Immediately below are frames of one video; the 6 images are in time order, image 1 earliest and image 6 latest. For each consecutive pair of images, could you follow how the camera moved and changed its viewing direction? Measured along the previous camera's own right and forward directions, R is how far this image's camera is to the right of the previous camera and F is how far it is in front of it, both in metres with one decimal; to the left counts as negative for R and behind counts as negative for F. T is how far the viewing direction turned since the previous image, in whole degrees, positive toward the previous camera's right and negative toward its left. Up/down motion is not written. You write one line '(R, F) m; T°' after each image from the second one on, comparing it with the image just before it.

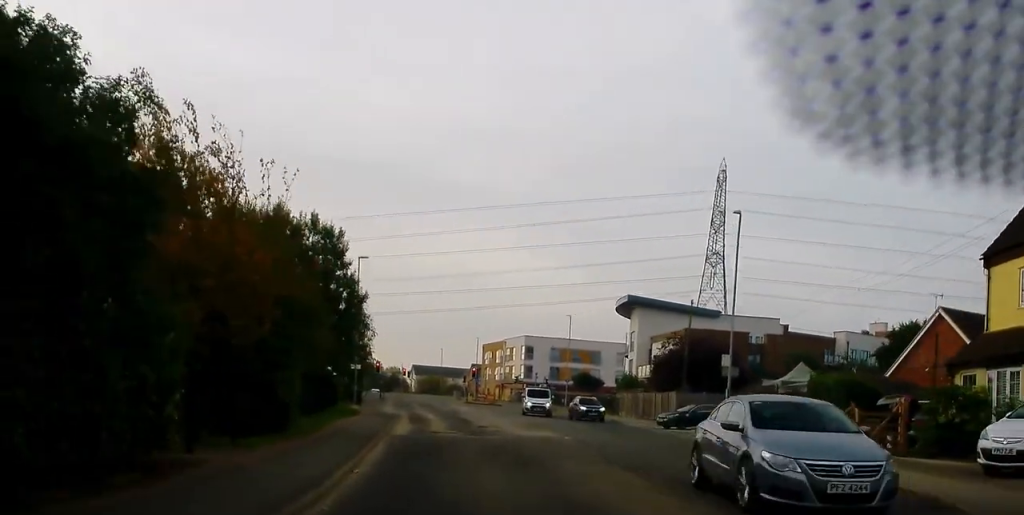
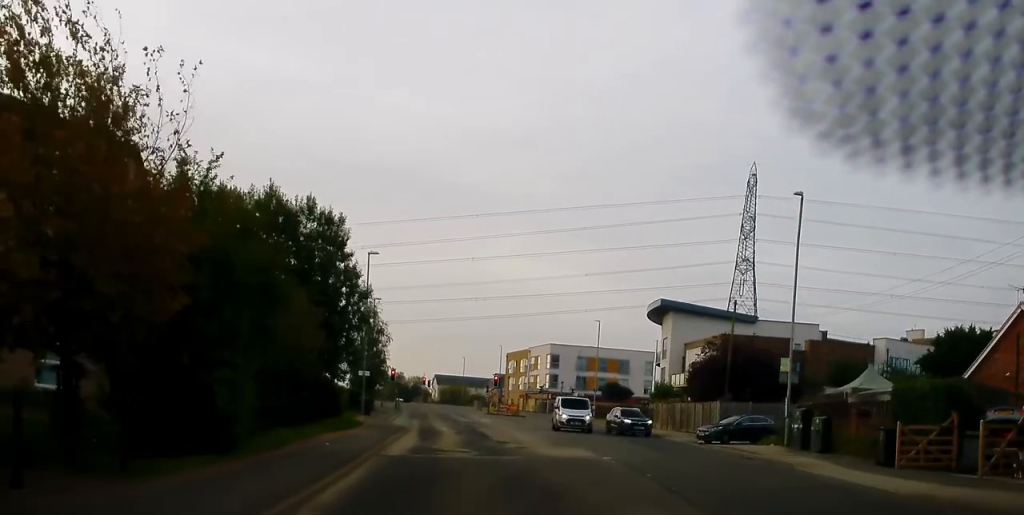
(0.0, +5.2) m; -1°
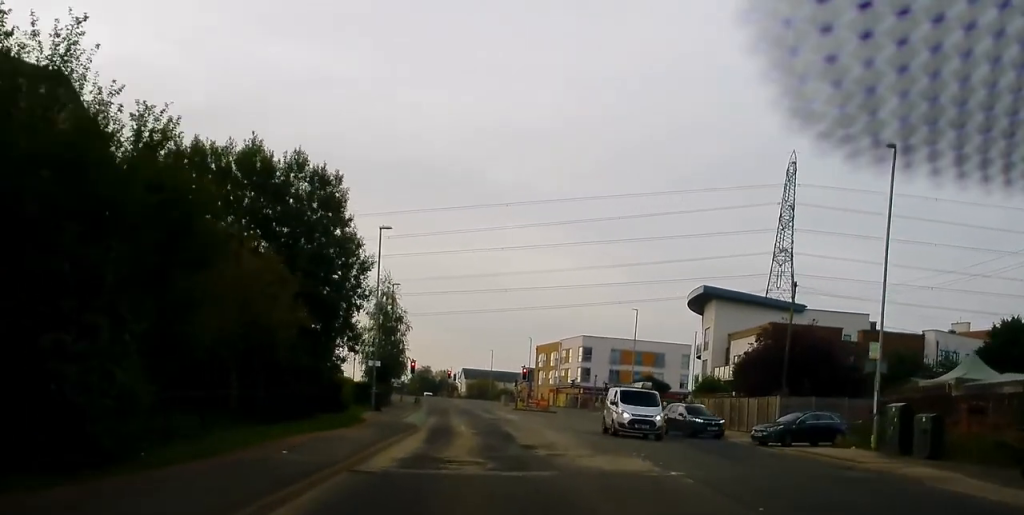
(0.0, +5.8) m; -1°
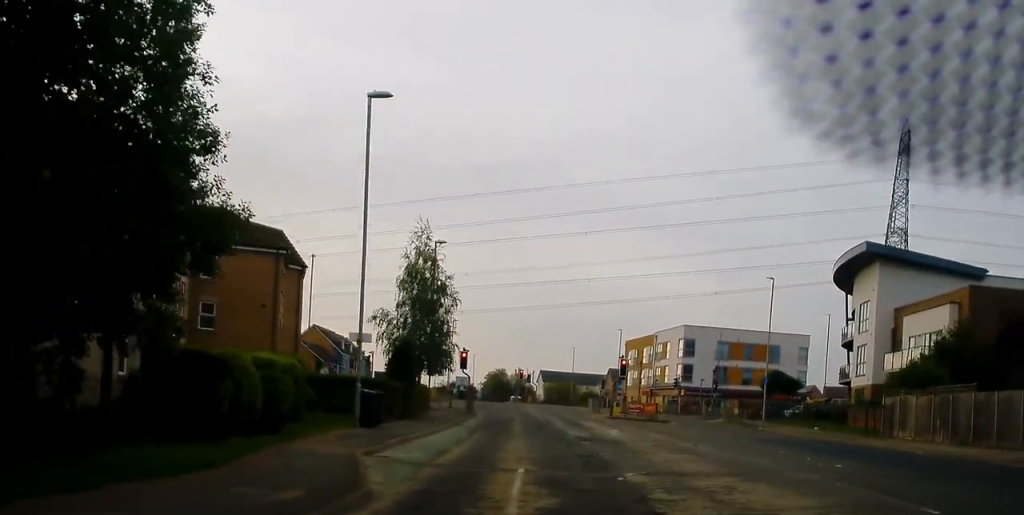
(-0.9, +20.5) m; -6°
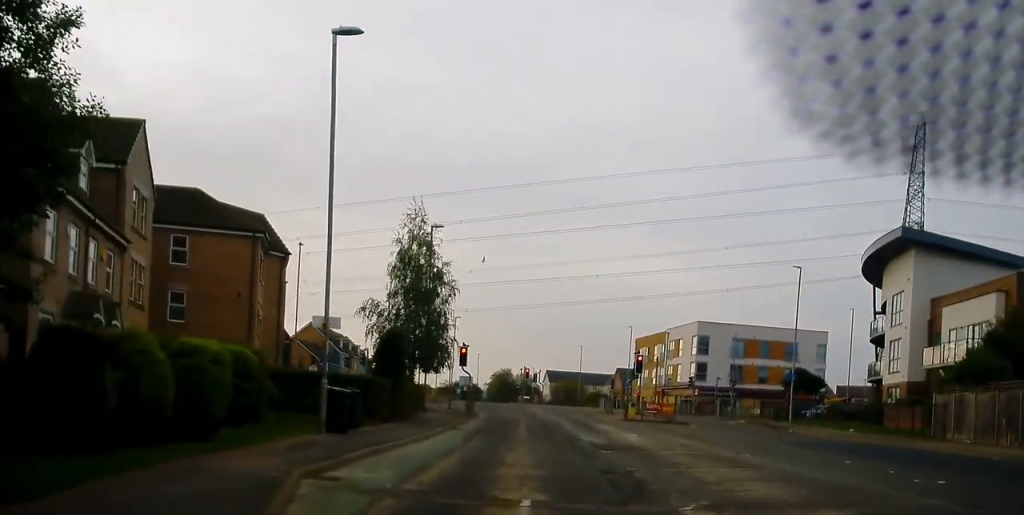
(-0.1, +4.6) m; -2°
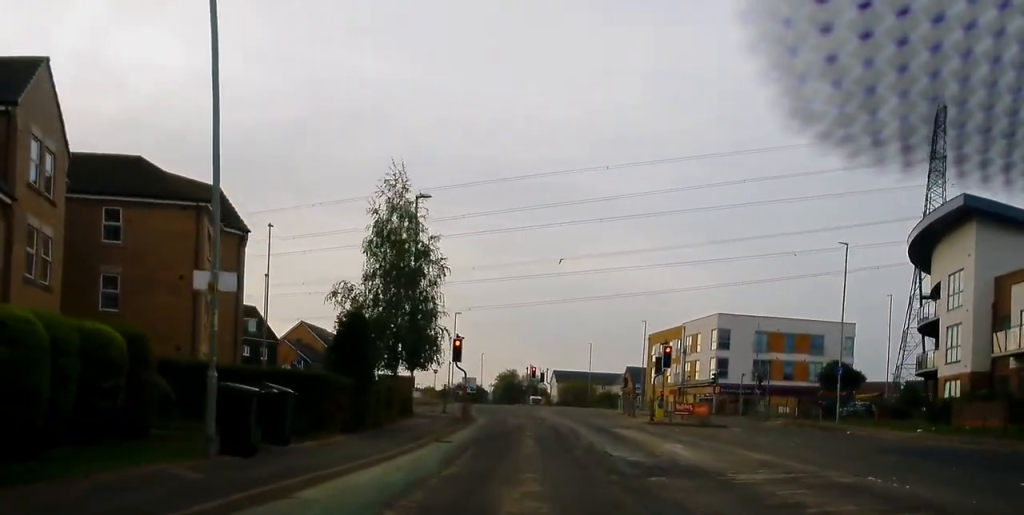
(-0.1, +7.1) m; 0°
